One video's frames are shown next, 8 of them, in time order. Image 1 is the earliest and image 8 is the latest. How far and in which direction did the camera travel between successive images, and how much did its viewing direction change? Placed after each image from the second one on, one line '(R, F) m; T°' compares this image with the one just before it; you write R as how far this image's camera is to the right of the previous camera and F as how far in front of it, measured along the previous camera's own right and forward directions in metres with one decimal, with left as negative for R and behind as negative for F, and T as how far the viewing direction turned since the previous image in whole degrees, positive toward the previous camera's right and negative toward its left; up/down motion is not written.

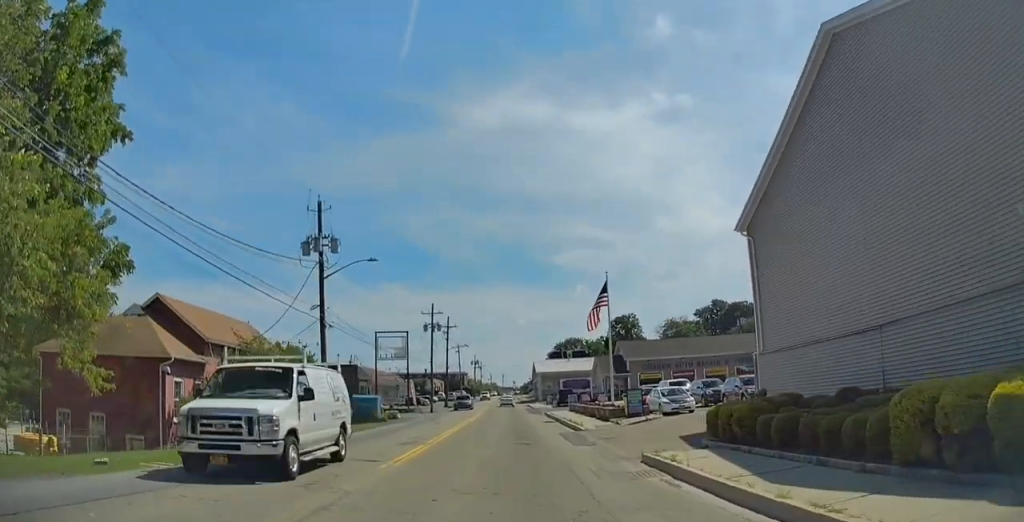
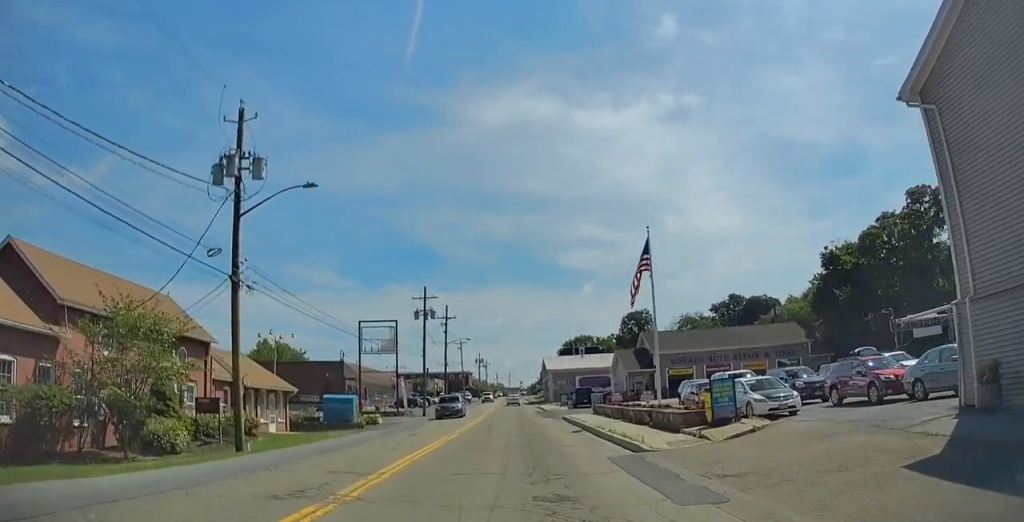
(-0.3, +11.6) m; -1°
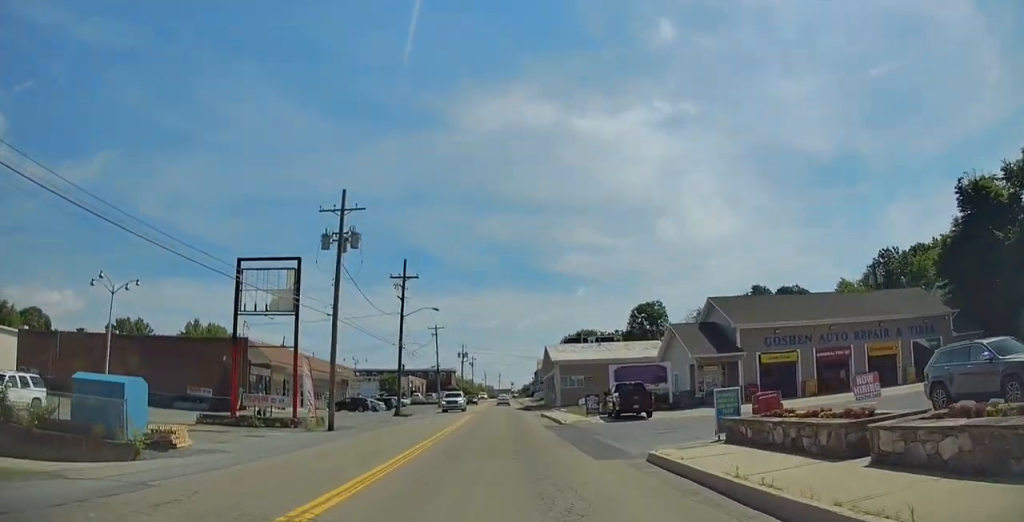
(0.0, +28.8) m; 0°
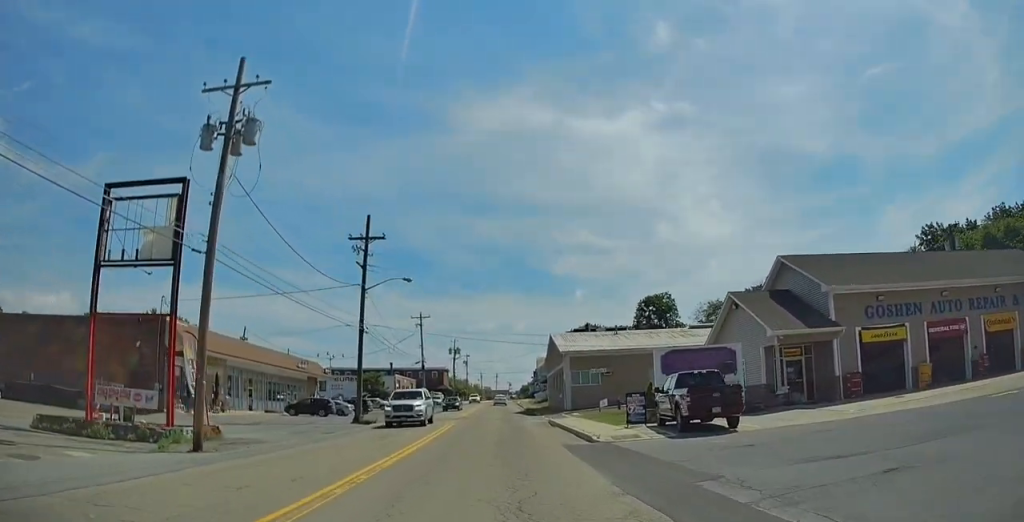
(0.0, +14.0) m; +1°
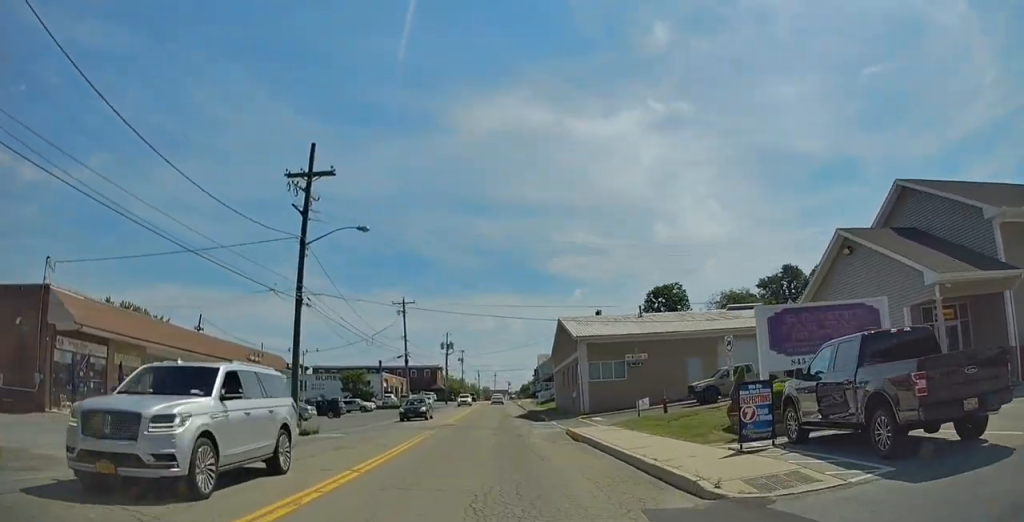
(+0.2, +12.1) m; 0°
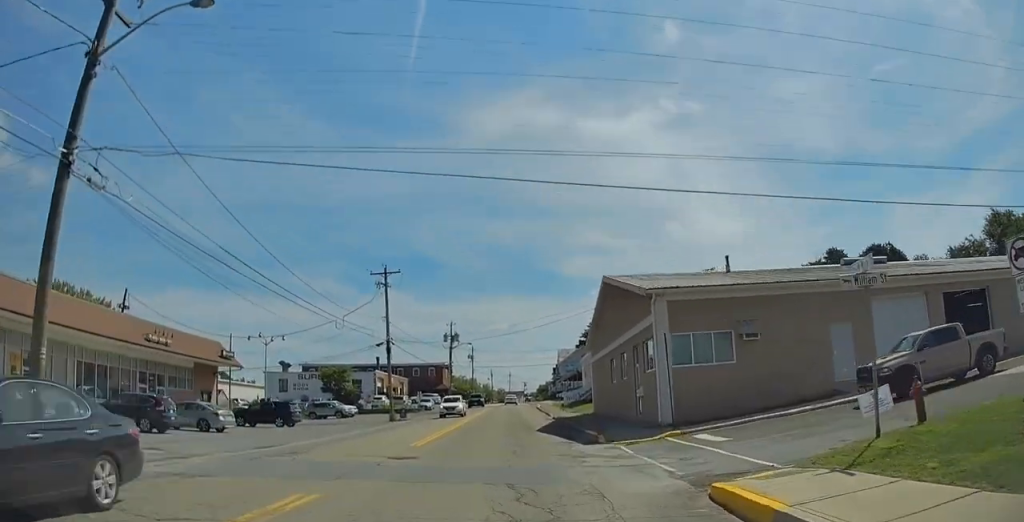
(-0.4, +17.9) m; -2°
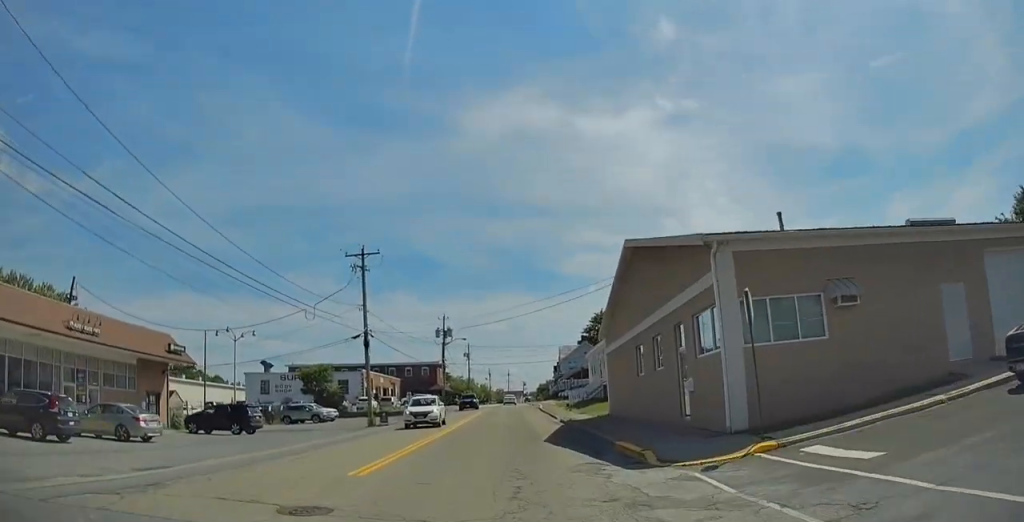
(0.0, +7.6) m; +1°
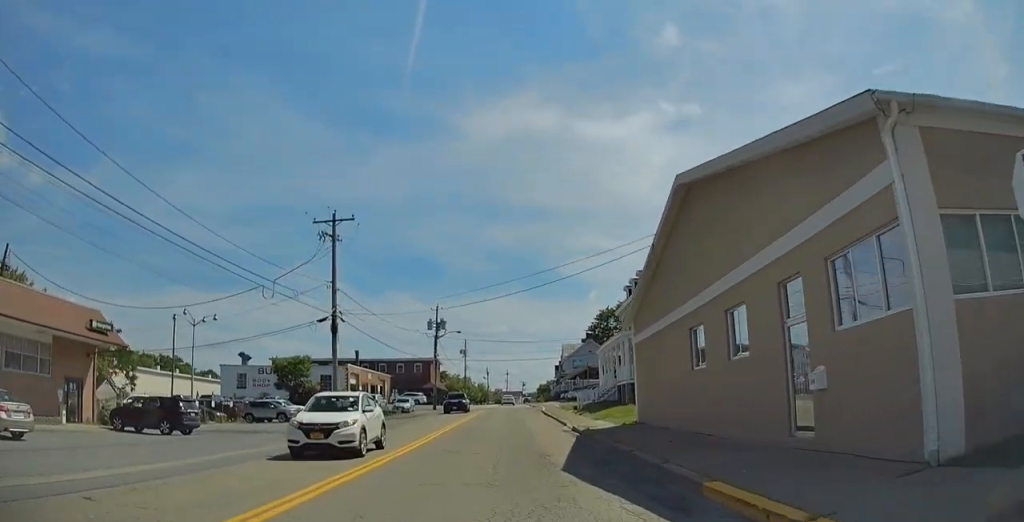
(+0.1, +8.2) m; +1°
